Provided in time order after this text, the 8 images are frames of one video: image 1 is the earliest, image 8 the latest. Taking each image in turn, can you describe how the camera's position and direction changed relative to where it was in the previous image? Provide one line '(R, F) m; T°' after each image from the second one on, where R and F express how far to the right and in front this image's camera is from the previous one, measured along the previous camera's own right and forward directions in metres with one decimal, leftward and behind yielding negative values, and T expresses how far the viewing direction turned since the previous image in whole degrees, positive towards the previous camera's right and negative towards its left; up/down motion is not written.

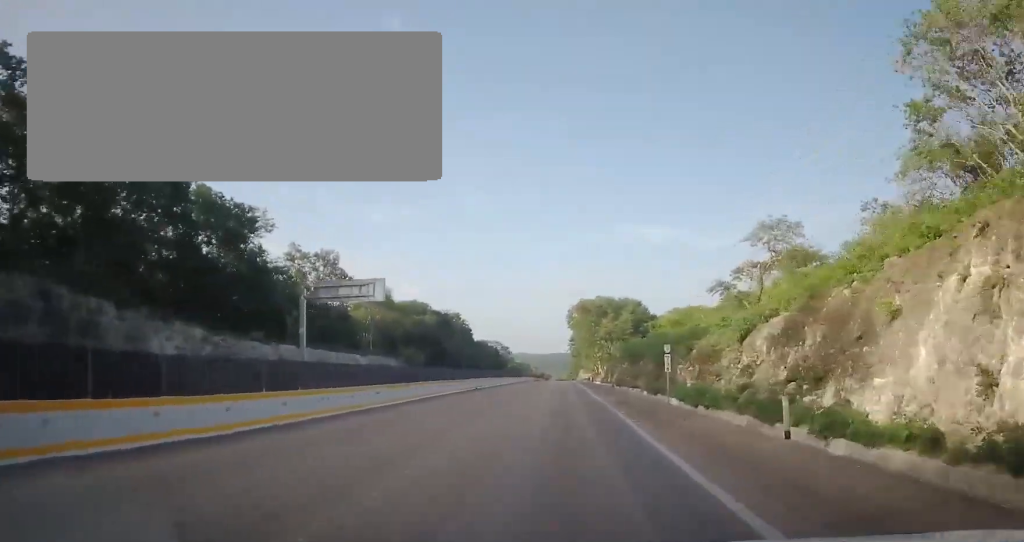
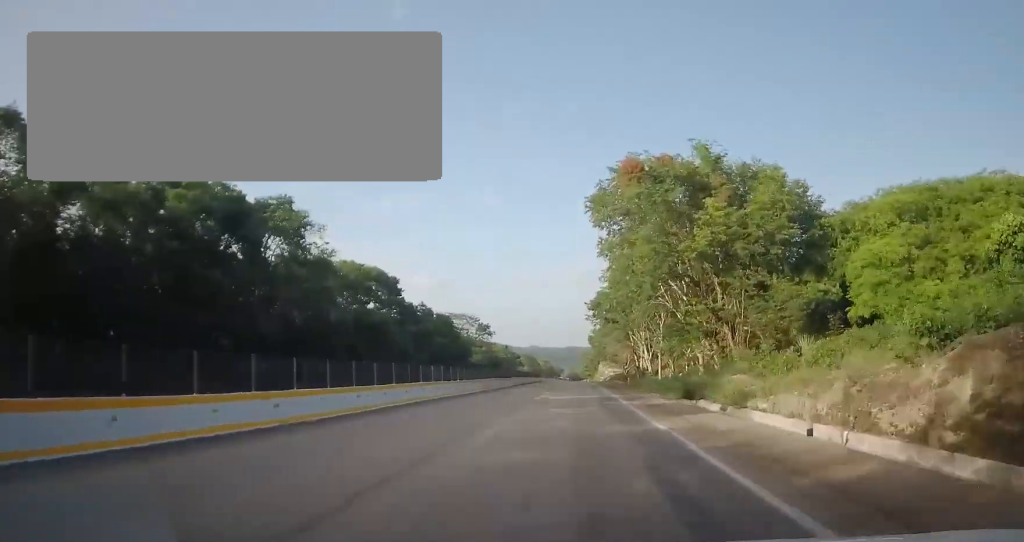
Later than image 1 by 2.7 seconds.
(+1.1, +80.1) m; 0°
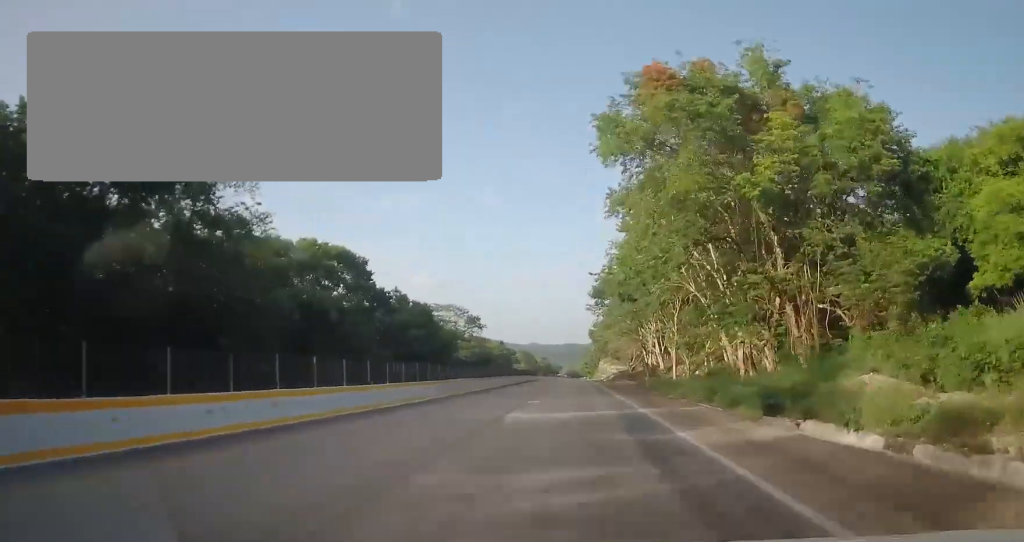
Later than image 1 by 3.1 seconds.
(-0.3, +13.0) m; -1°
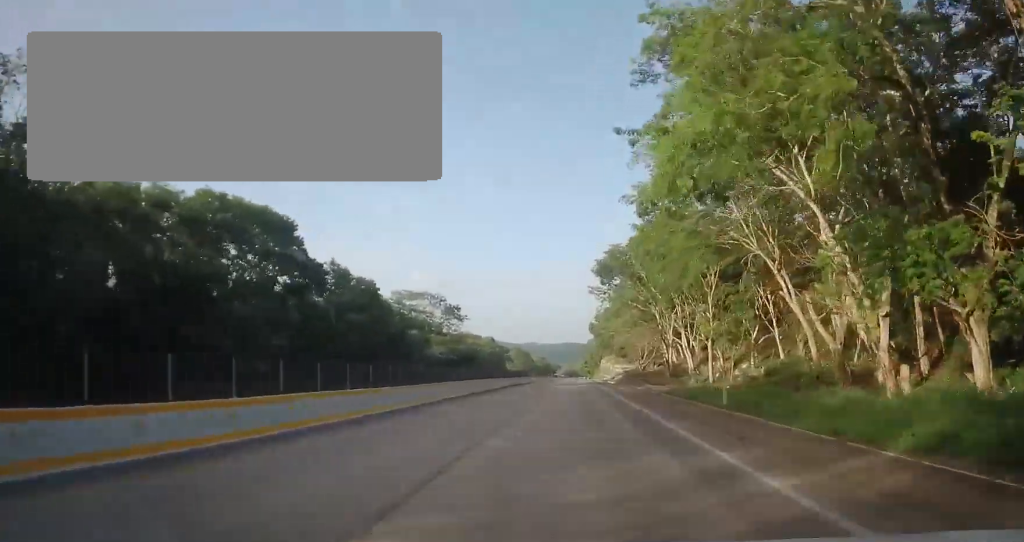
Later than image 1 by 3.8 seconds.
(-0.3, +19.9) m; 0°
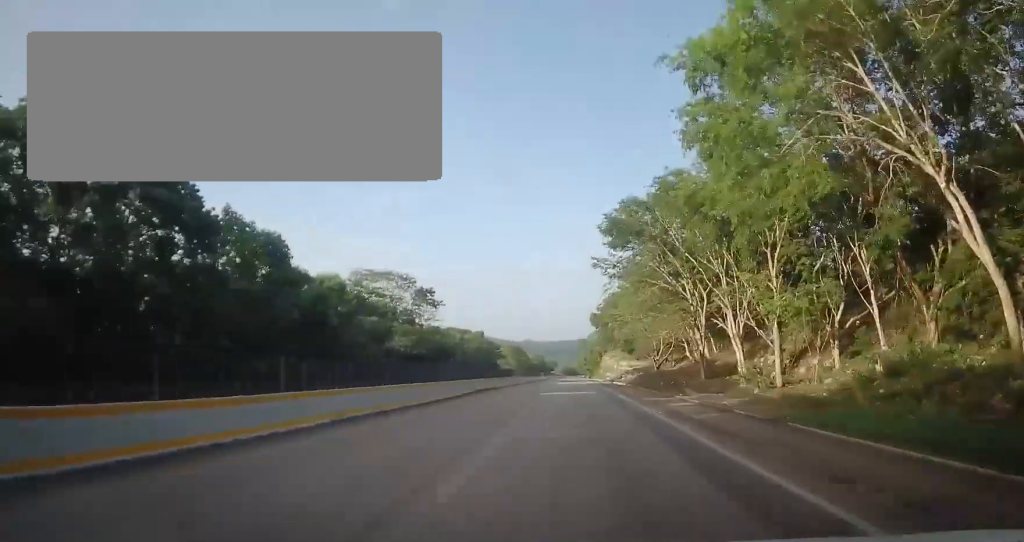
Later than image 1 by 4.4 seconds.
(-0.3, +18.3) m; +1°
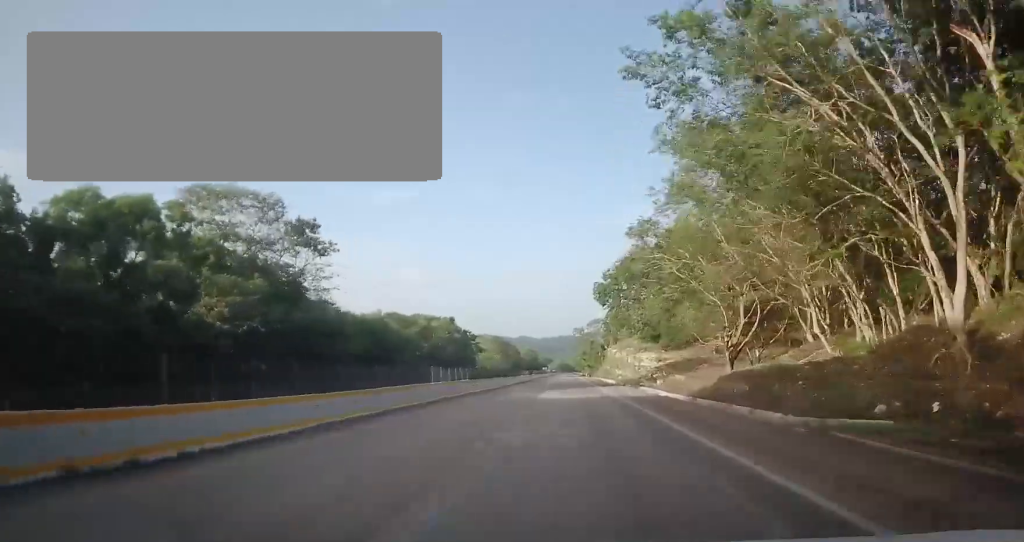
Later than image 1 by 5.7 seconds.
(+1.4, +37.5) m; +2°
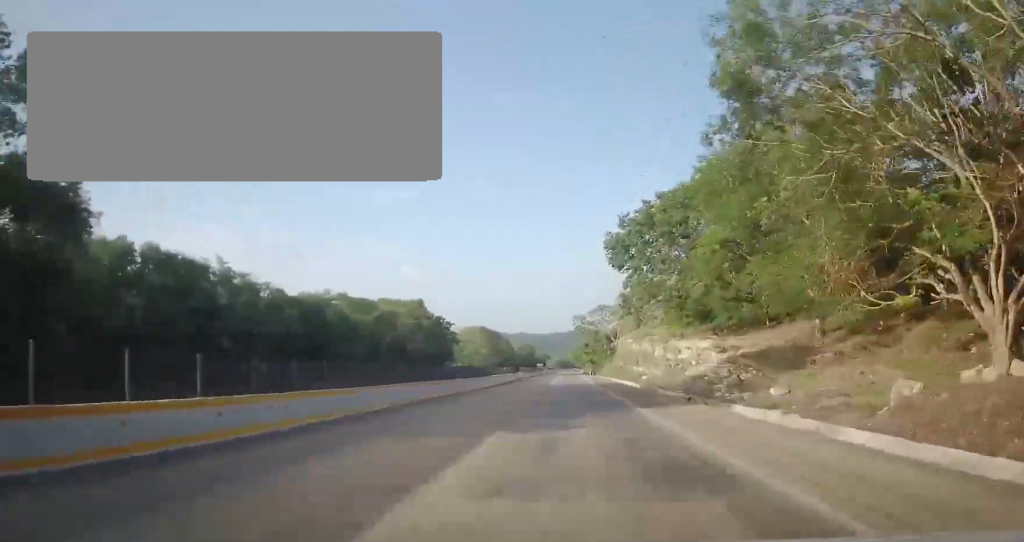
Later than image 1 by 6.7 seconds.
(-0.1, +27.6) m; 0°
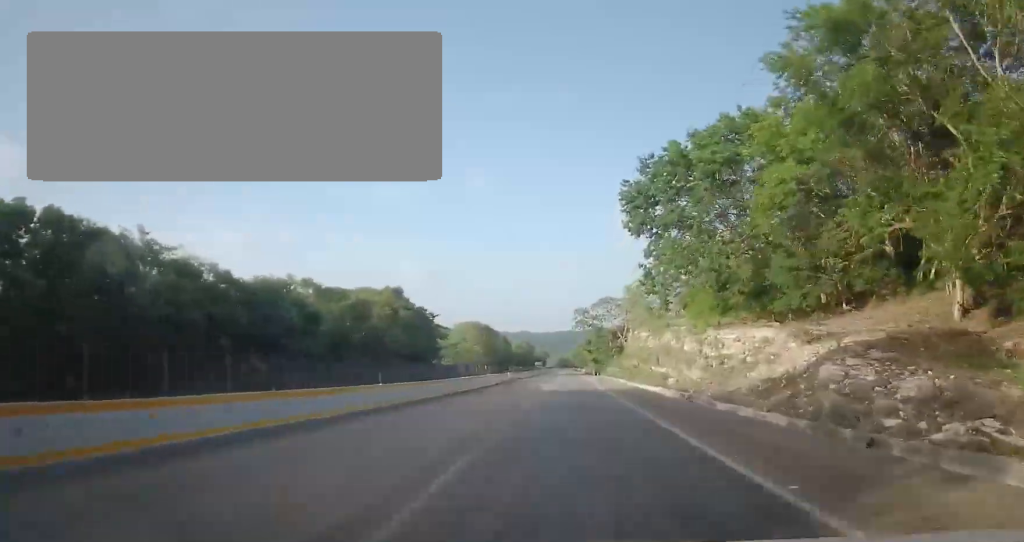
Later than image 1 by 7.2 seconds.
(-0.2, +14.4) m; 0°
